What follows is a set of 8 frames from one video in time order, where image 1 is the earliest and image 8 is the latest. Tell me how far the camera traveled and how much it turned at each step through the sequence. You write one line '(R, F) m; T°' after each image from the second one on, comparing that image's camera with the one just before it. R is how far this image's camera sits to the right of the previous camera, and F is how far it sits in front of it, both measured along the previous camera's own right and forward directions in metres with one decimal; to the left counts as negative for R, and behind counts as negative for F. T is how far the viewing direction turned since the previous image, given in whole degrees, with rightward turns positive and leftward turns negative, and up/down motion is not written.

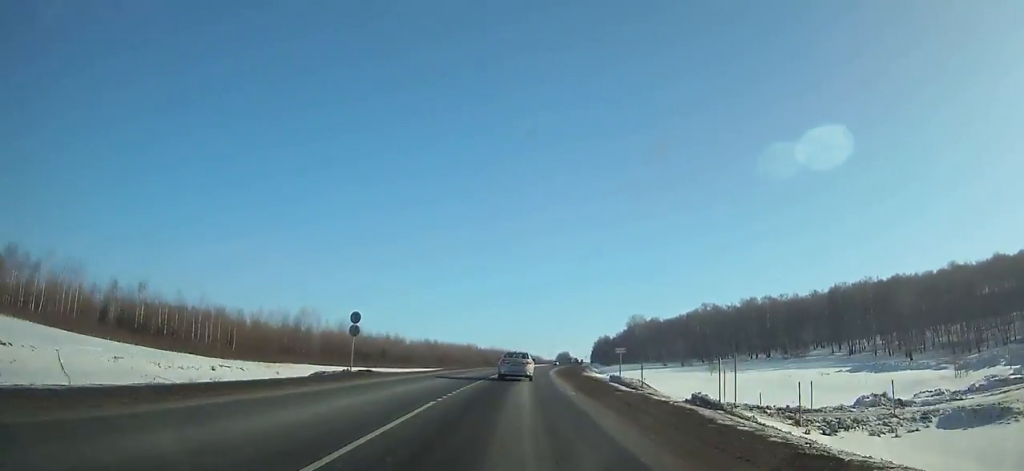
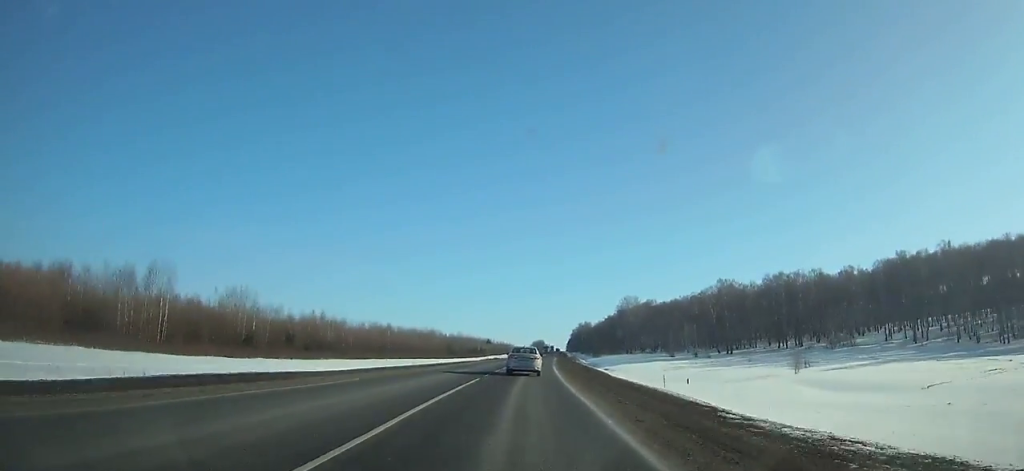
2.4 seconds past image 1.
(+1.0, +48.3) m; +2°
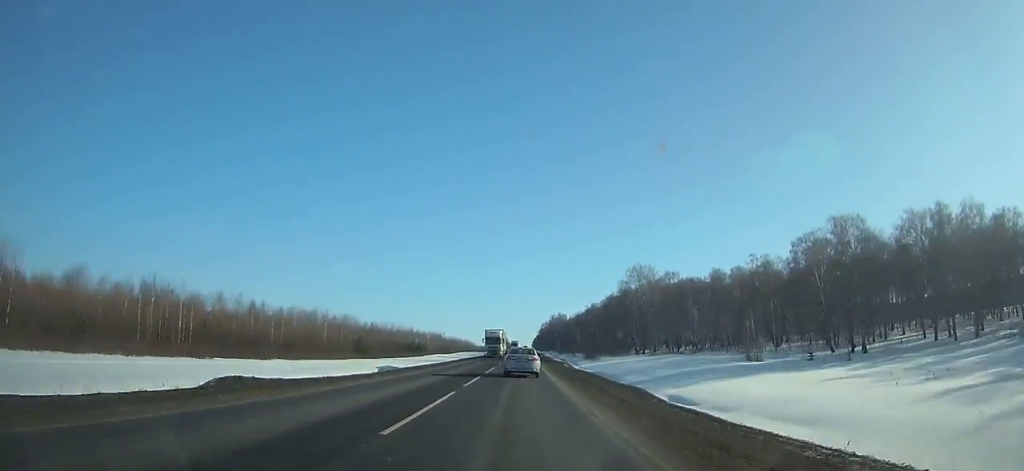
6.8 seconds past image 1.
(+2.4, +89.2) m; +3°
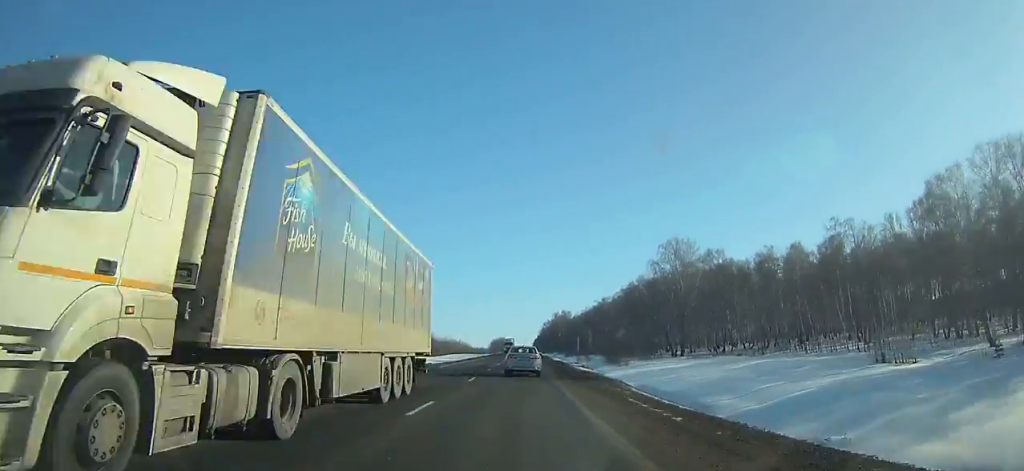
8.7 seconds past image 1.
(+0.2, +38.8) m; 0°
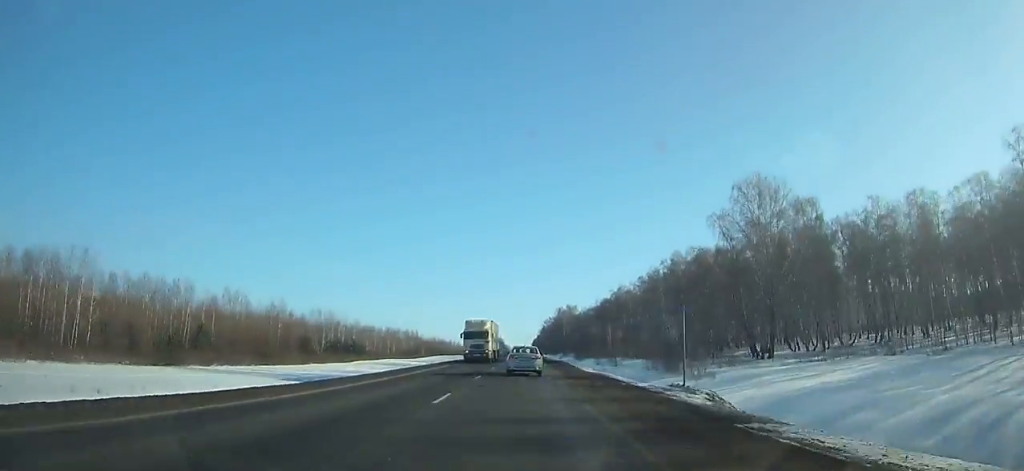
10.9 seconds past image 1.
(+0.2, +45.0) m; 0°
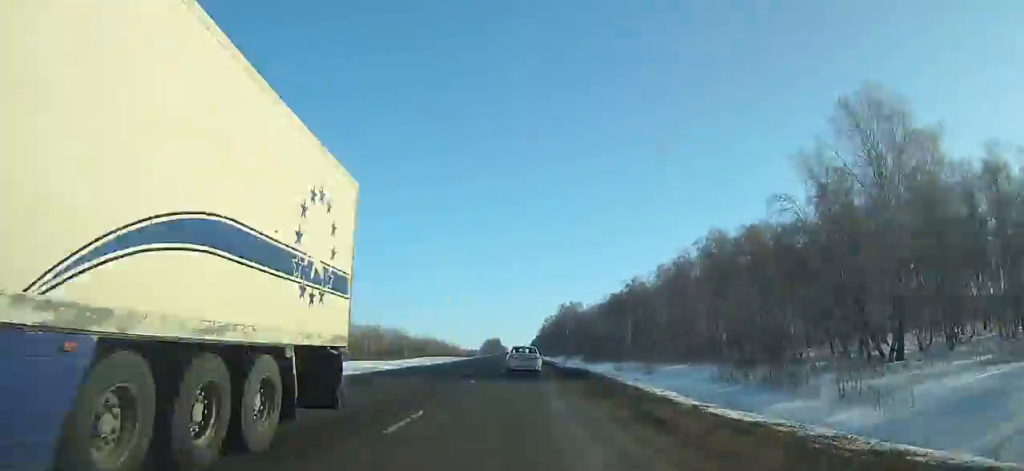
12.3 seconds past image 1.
(+0.1, +28.7) m; 0°
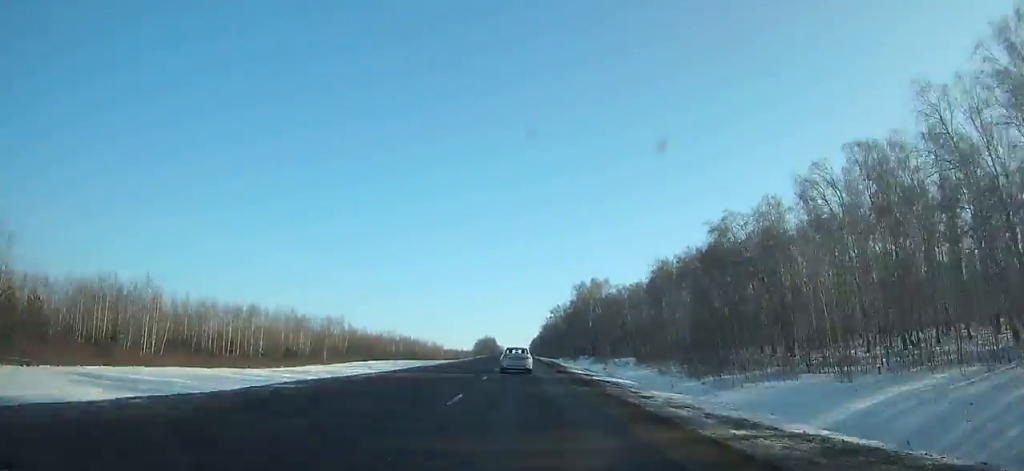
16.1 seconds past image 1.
(-0.1, +78.6) m; 0°
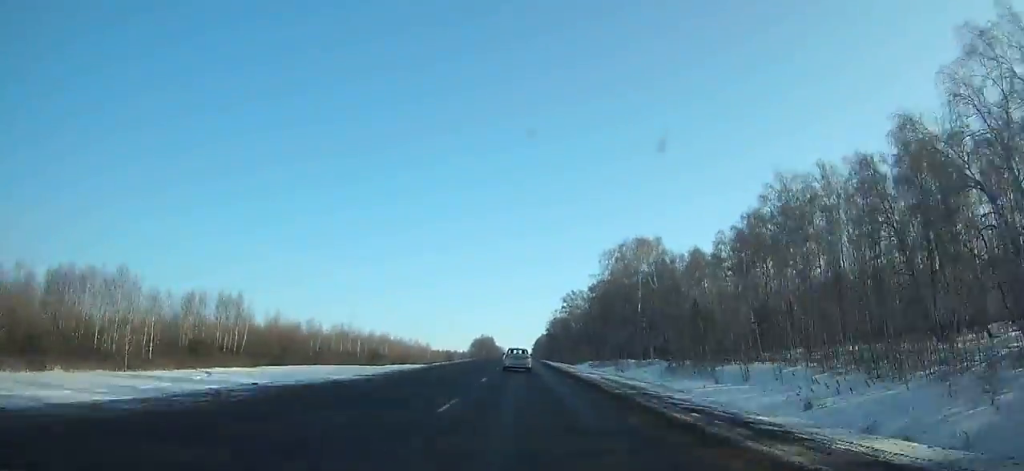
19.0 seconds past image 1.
(+0.1, +60.9) m; 0°
